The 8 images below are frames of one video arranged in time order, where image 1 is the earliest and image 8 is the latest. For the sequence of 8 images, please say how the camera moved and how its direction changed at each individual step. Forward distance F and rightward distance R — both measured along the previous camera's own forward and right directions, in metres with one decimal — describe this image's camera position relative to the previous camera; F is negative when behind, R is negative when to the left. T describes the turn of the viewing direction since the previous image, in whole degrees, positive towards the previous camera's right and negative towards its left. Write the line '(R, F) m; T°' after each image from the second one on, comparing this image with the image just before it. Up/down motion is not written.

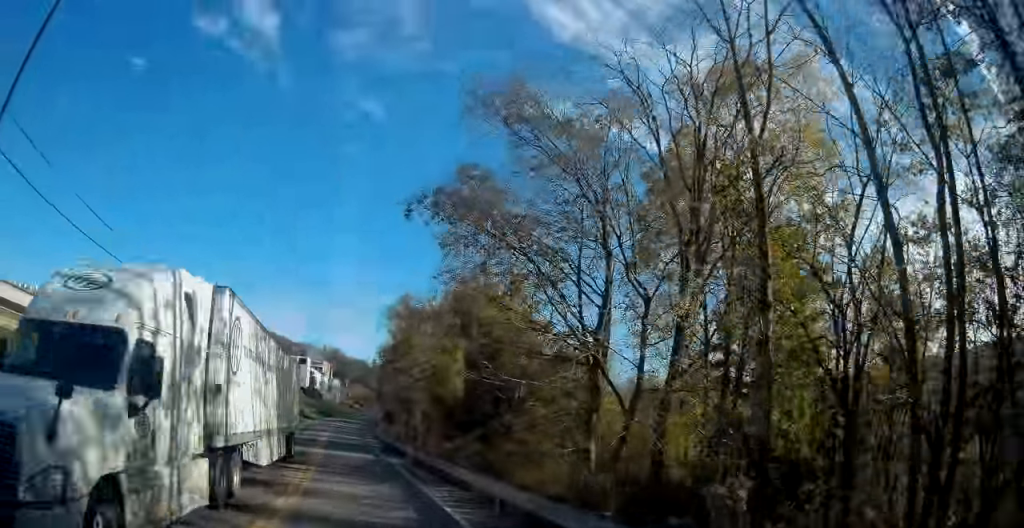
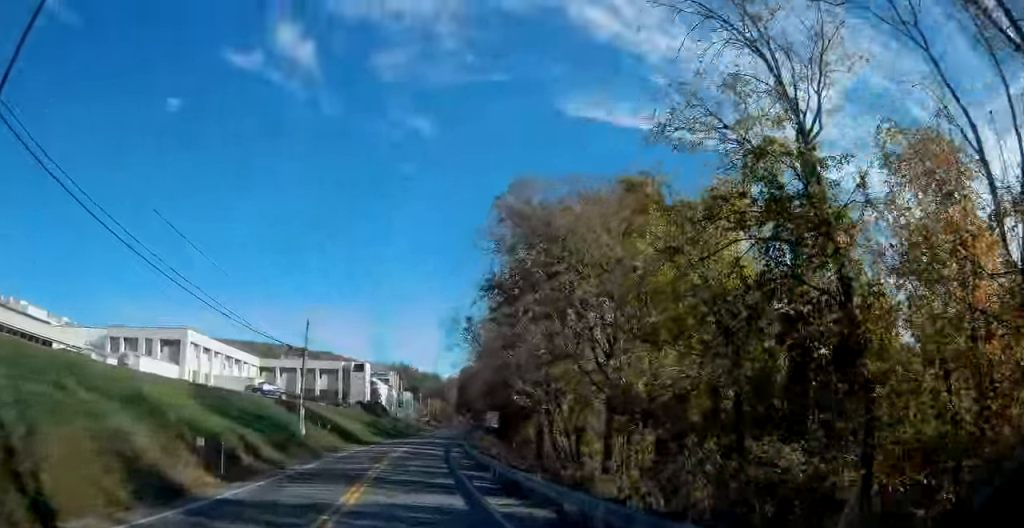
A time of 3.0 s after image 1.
(-5.8, +32.9) m; -15°
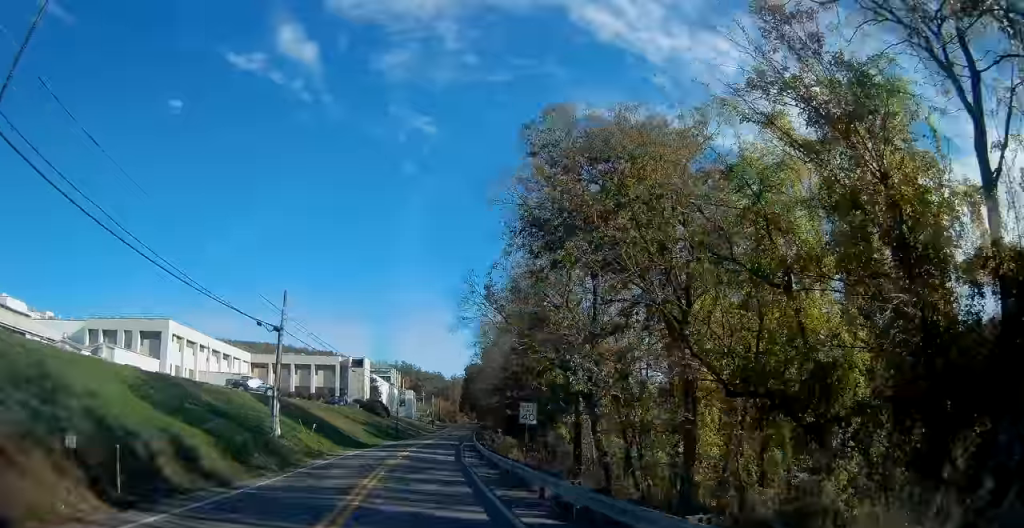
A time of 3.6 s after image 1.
(0.0, +7.7) m; -1°
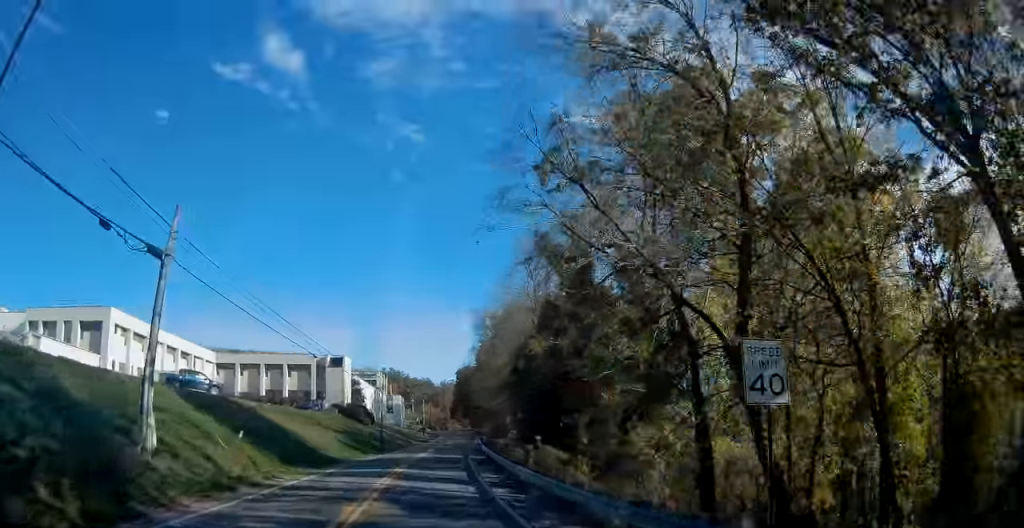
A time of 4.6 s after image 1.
(-0.2, +14.0) m; 0°
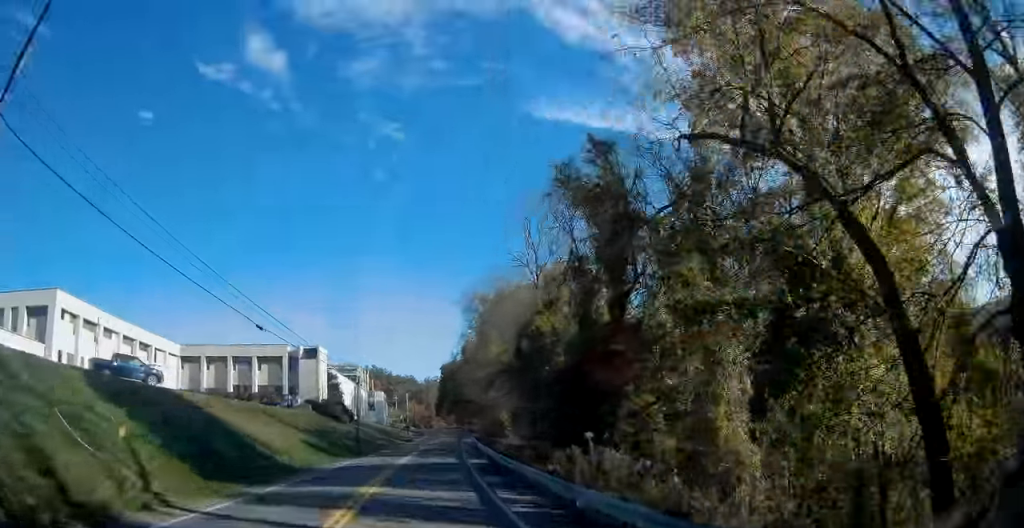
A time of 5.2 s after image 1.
(+0.2, +9.0) m; +2°
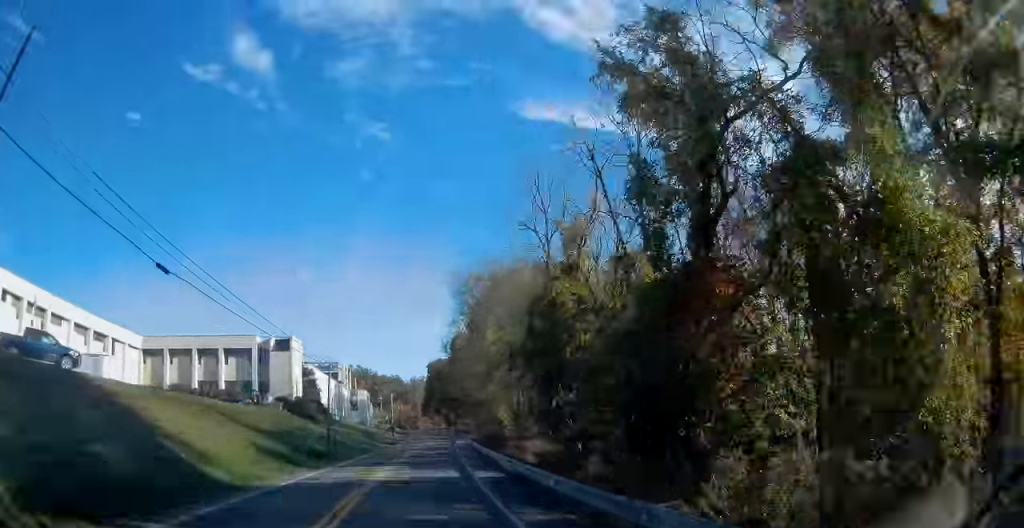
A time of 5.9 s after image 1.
(+0.1, +9.1) m; +2°
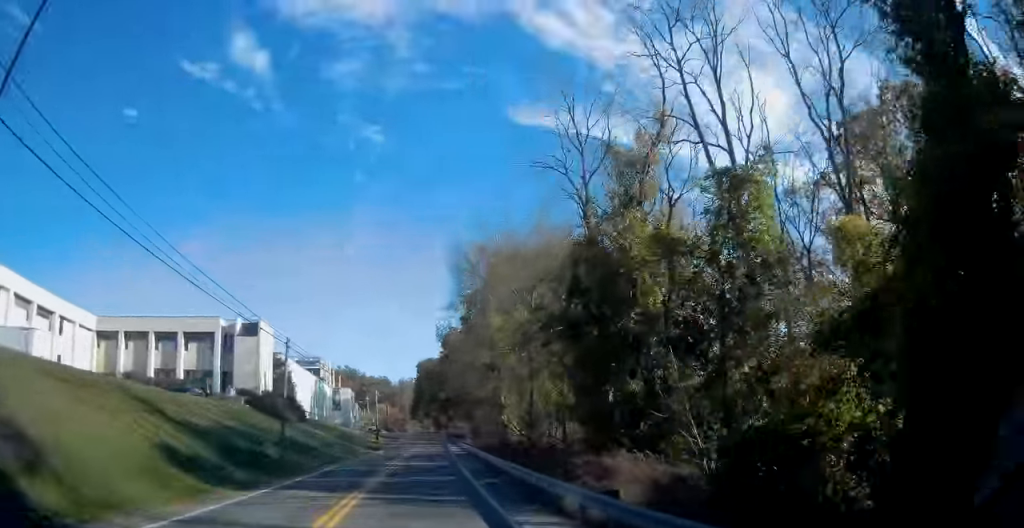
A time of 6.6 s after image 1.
(+0.5, +10.8) m; 0°
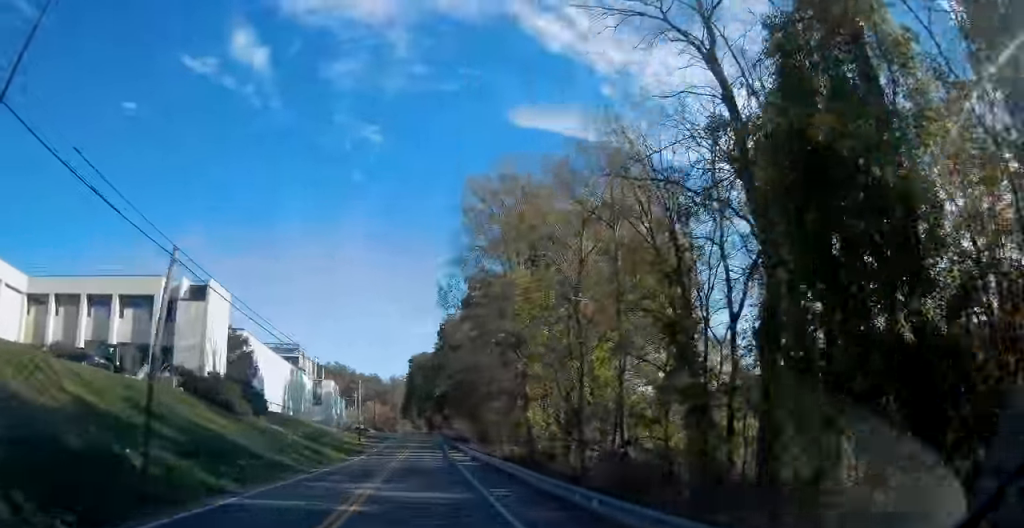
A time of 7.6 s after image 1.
(-0.4, +14.6) m; 0°
